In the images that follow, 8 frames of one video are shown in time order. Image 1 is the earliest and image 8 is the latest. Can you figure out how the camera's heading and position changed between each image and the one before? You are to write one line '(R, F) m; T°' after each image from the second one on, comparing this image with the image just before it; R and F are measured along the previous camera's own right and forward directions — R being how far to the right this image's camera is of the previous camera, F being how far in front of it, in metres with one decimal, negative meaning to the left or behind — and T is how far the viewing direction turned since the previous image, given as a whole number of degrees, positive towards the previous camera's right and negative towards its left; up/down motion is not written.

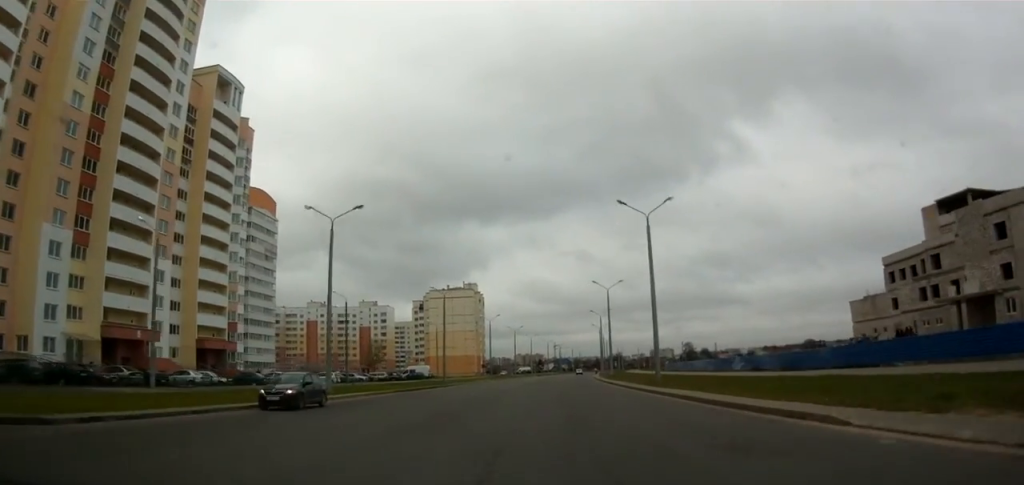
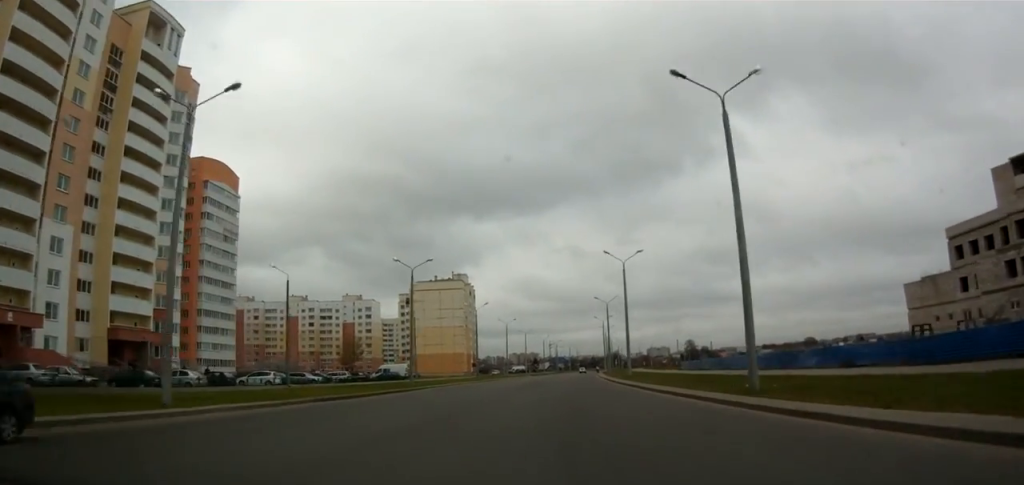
(0.0, +16.5) m; 0°
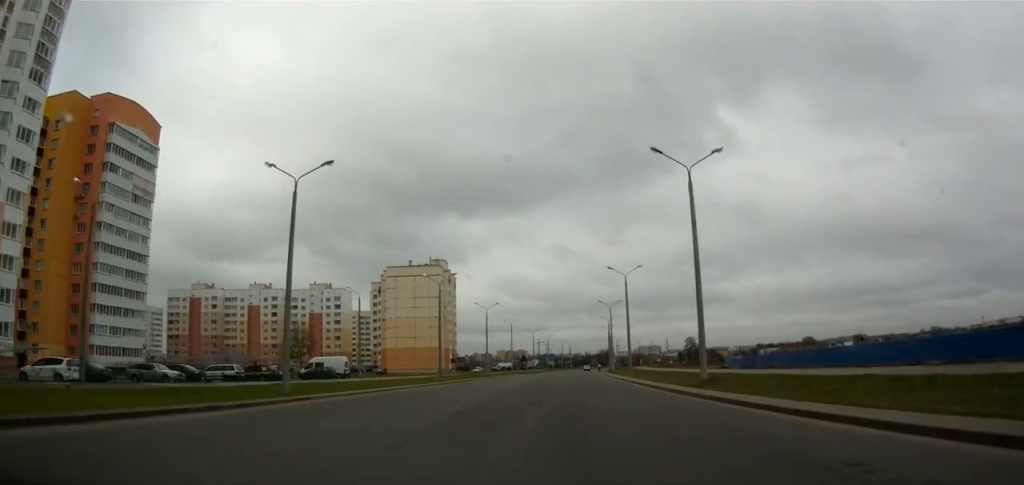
(0.0, +27.3) m; 0°
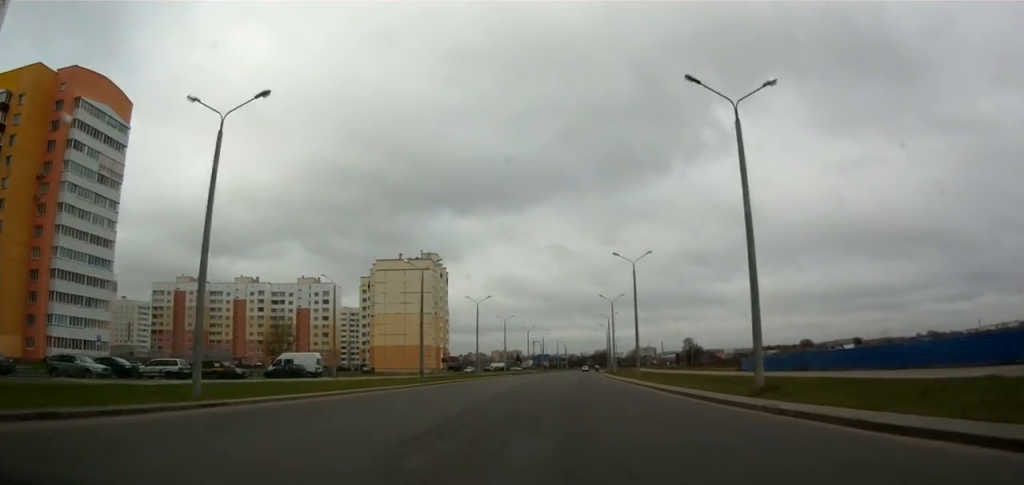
(0.0, +7.9) m; 0°
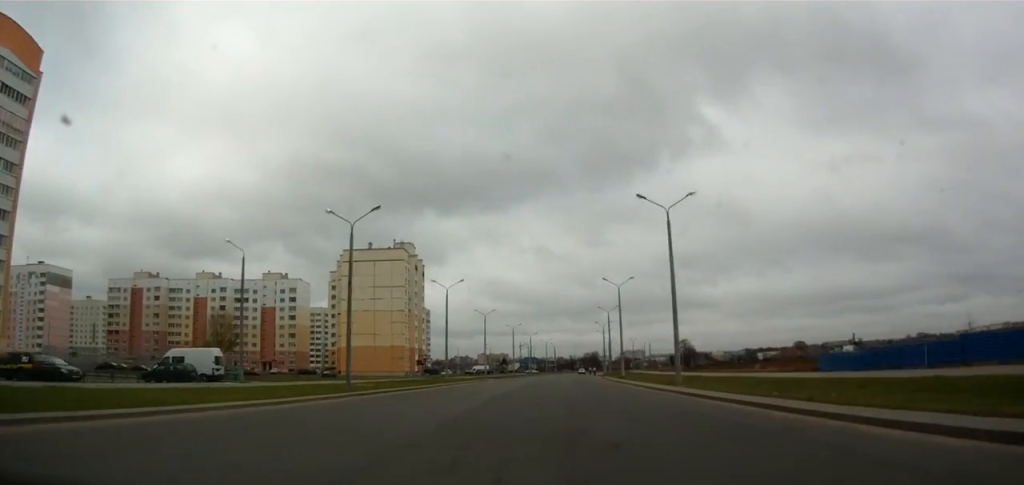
(+0.1, +18.8) m; +2°
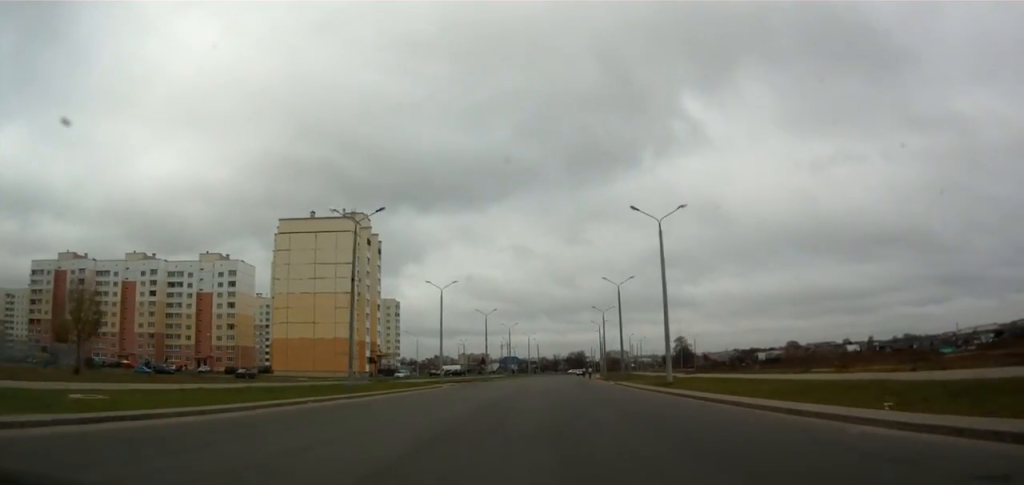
(+0.9, +31.1) m; +2°
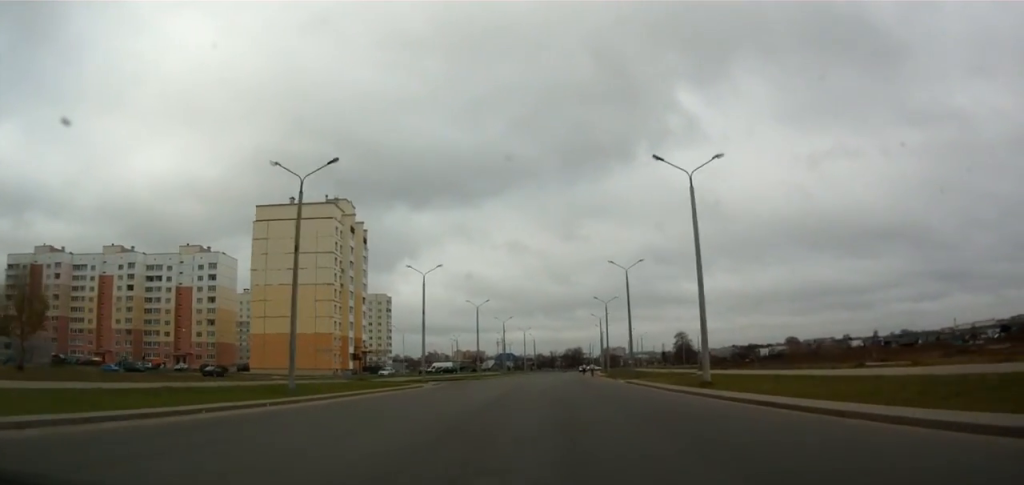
(0.0, +8.6) m; 0°
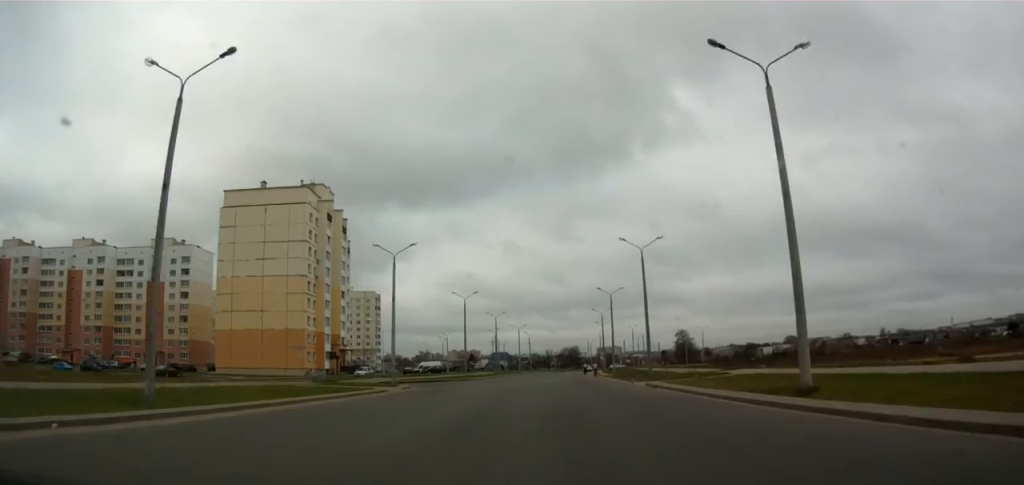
(-0.1, +11.5) m; +1°
